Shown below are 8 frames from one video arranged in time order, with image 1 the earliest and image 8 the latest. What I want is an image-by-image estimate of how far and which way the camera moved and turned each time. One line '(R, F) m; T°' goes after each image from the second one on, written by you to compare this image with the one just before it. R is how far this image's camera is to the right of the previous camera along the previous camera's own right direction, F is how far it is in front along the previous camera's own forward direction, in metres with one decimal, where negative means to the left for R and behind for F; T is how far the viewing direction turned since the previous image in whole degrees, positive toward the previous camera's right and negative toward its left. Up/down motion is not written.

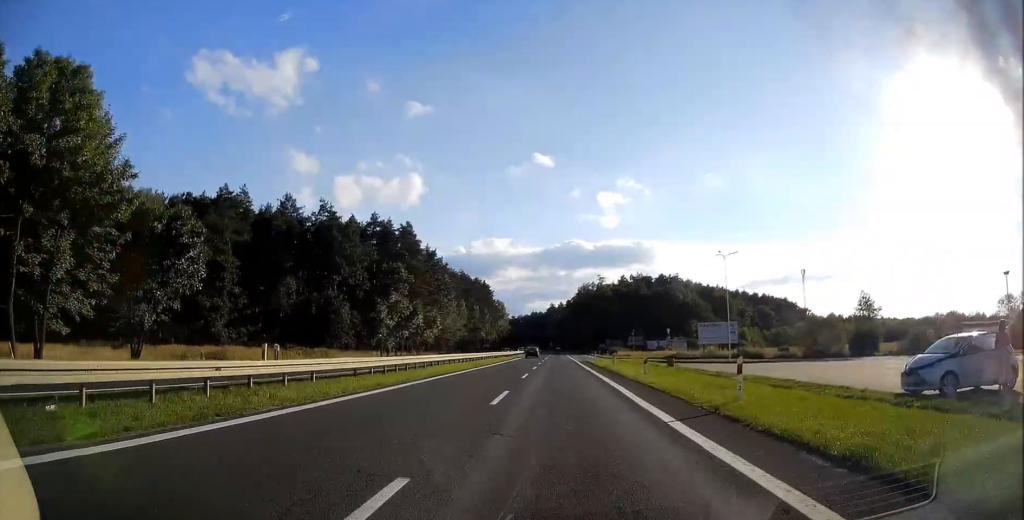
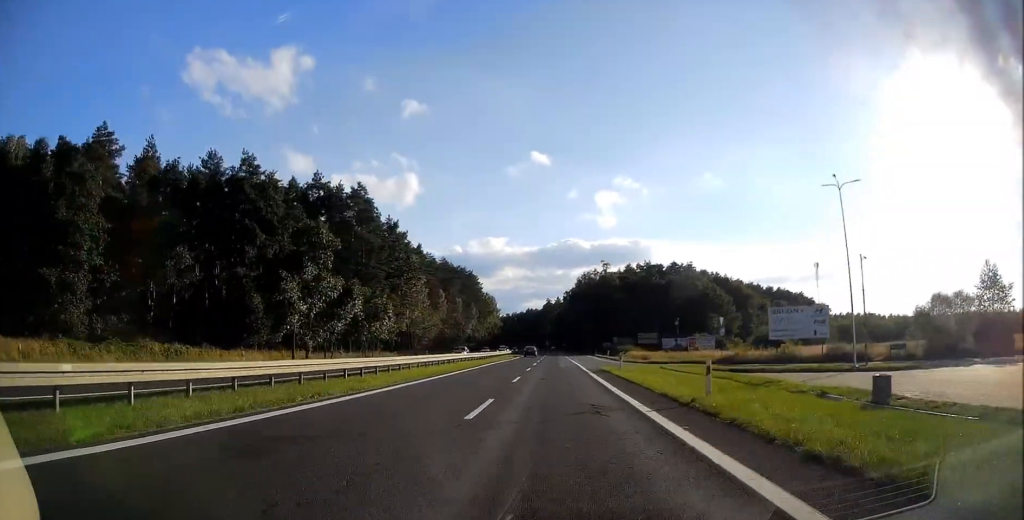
(0.0, +26.4) m; 0°
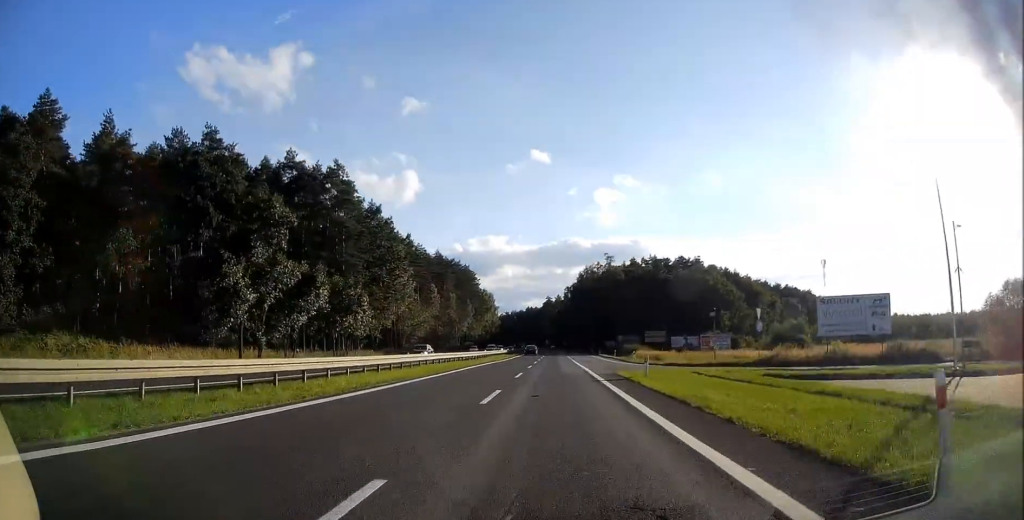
(-0.2, +9.6) m; 0°
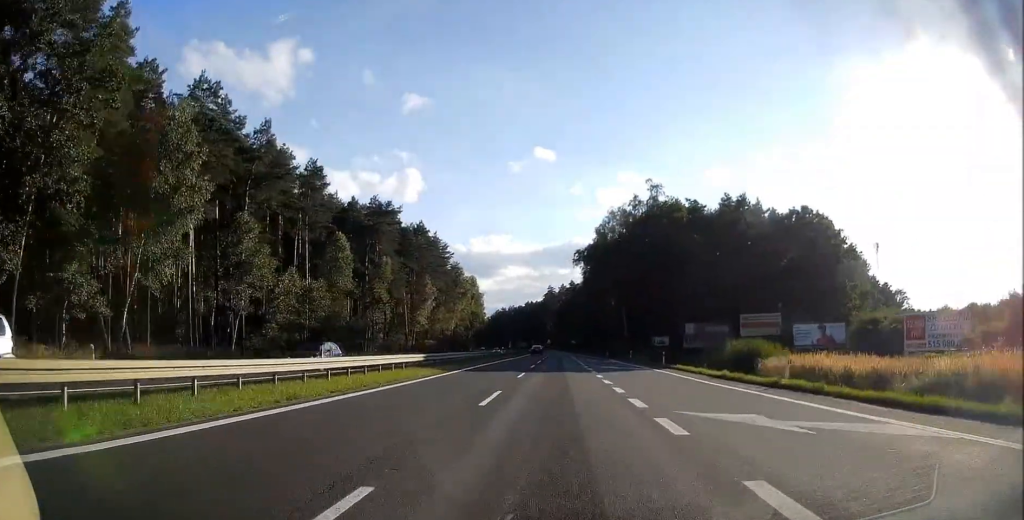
(+0.6, +59.0) m; 0°
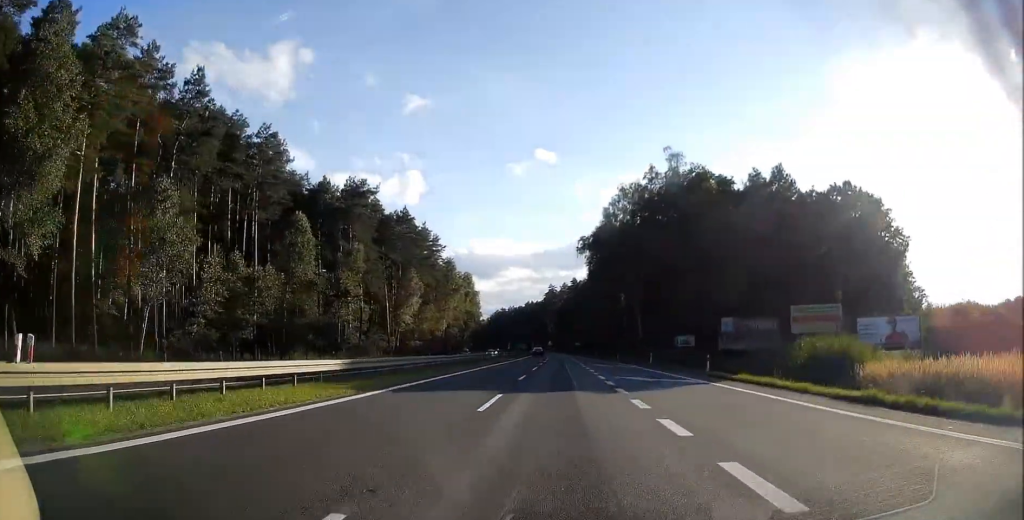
(-0.2, +12.8) m; 0°
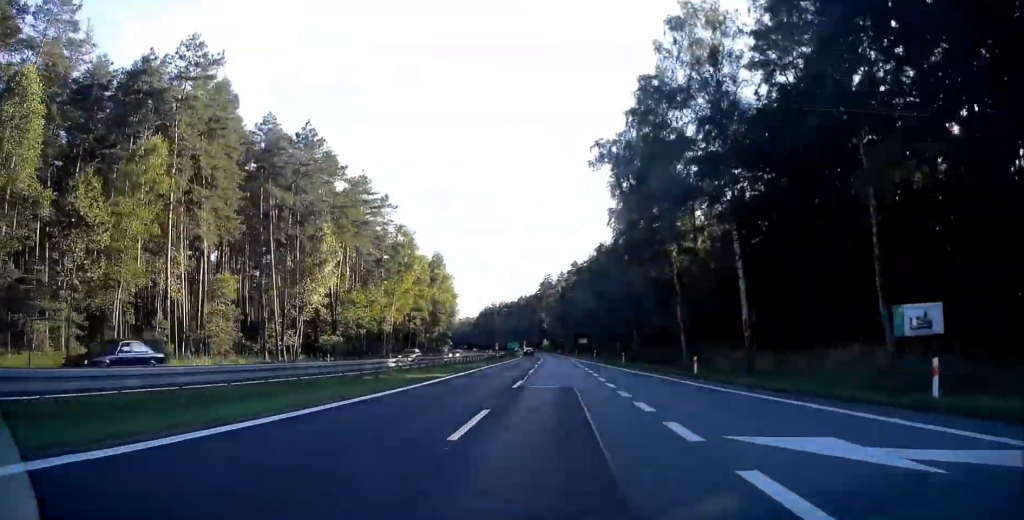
(+0.6, +39.1) m; +1°
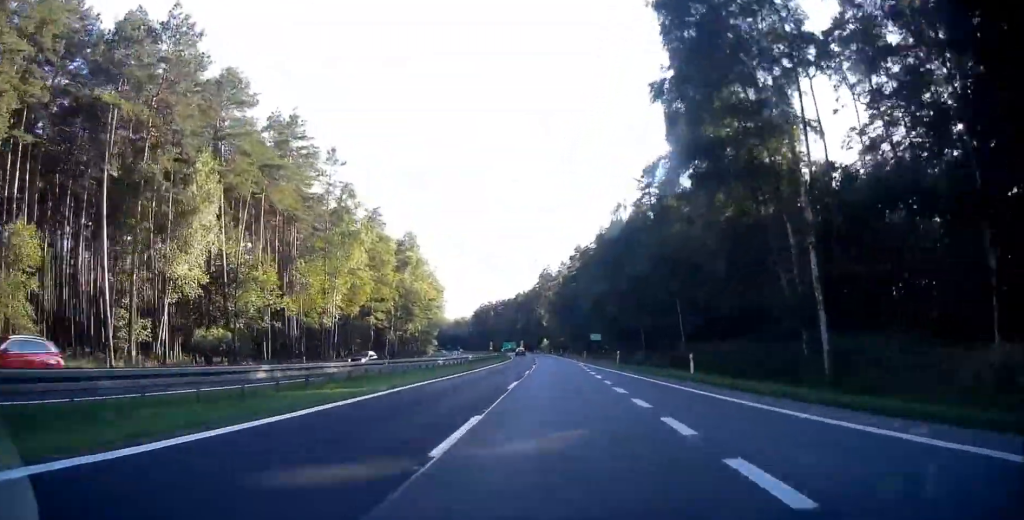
(+0.1, +24.8) m; 0°
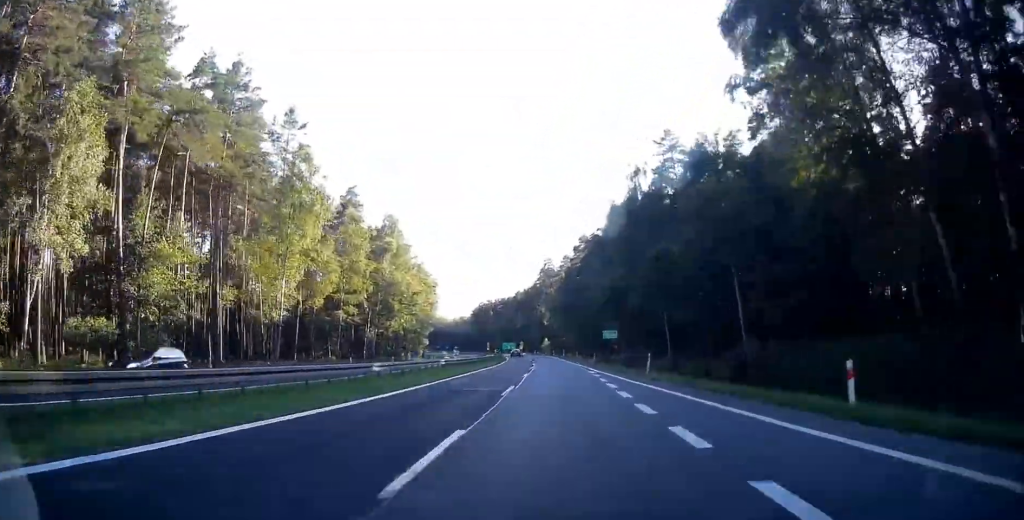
(0.0, +13.7) m; 0°
